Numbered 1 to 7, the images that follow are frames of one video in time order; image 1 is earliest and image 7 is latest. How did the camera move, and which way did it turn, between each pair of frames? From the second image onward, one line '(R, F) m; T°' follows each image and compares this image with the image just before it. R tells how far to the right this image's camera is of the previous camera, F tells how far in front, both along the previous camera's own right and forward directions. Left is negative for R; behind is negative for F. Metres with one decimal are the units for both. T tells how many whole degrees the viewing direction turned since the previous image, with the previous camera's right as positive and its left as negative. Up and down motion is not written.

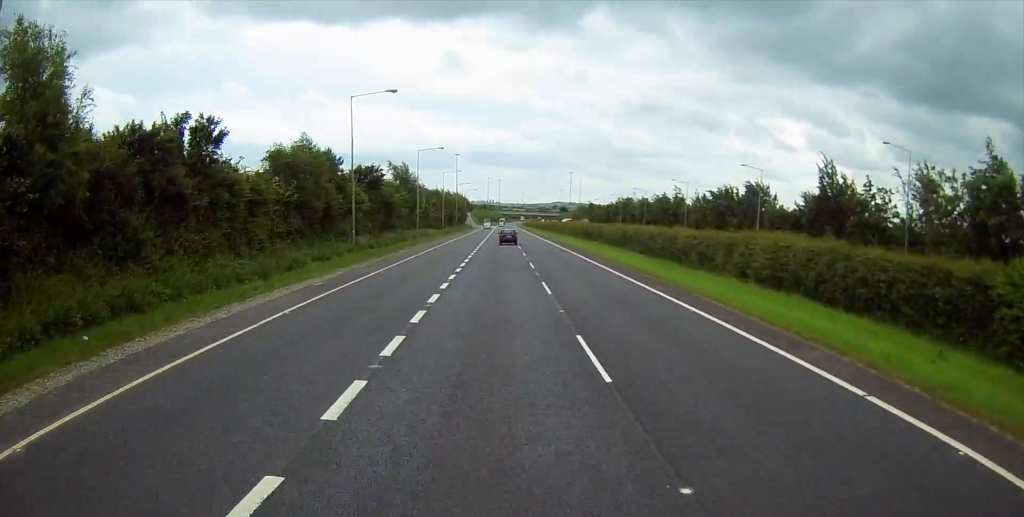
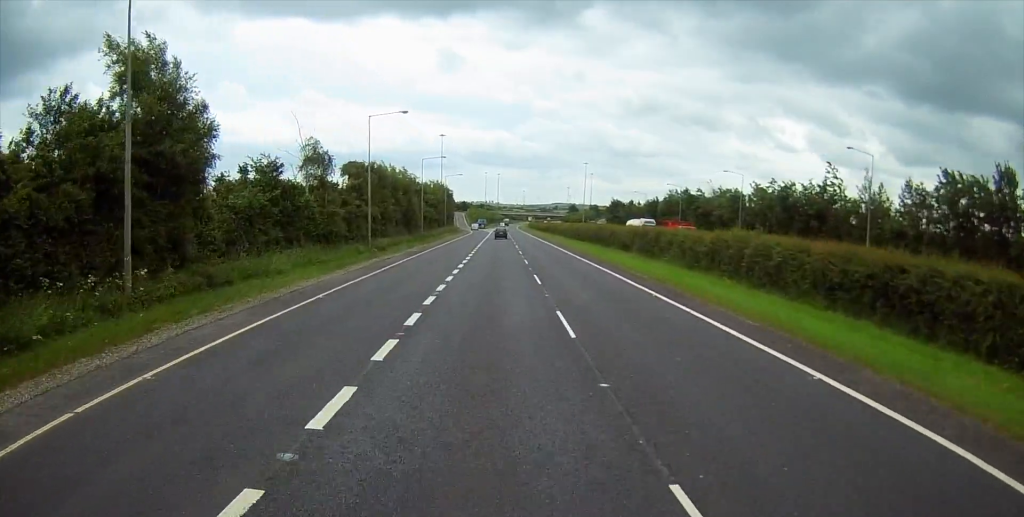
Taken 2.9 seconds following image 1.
(-0.4, +67.8) m; 0°
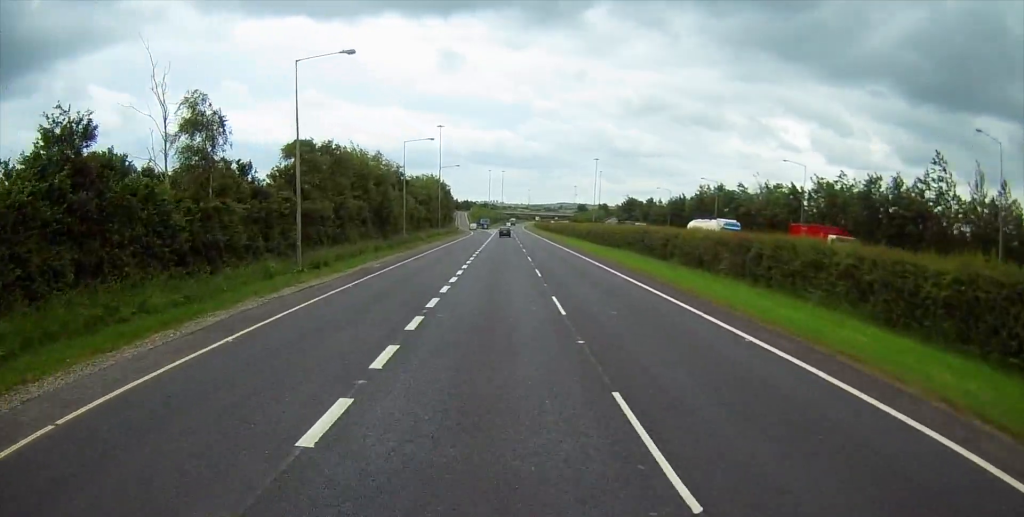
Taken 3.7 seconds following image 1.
(+0.2, +20.5) m; 0°
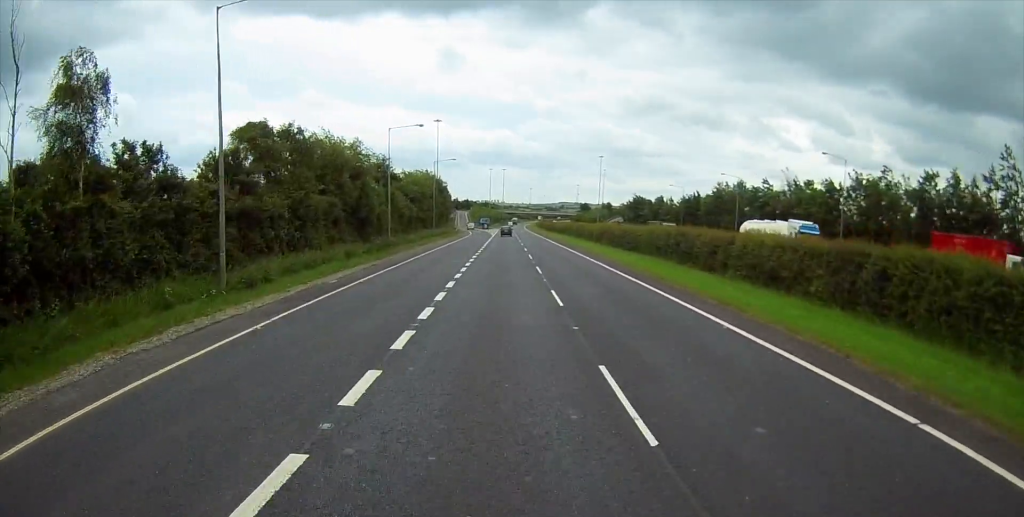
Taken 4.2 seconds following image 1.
(+0.3, +10.3) m; 0°
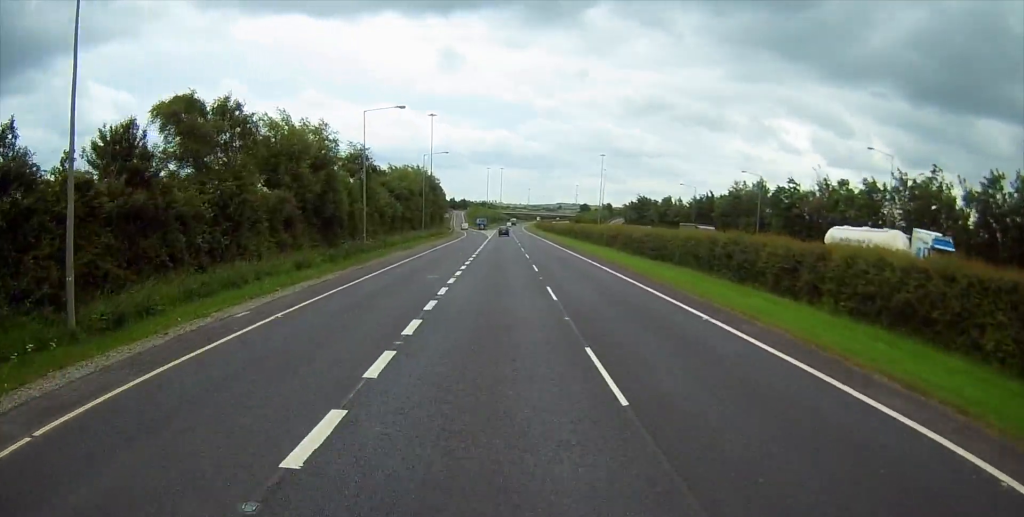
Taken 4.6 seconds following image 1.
(-0.2, +10.3) m; 0°
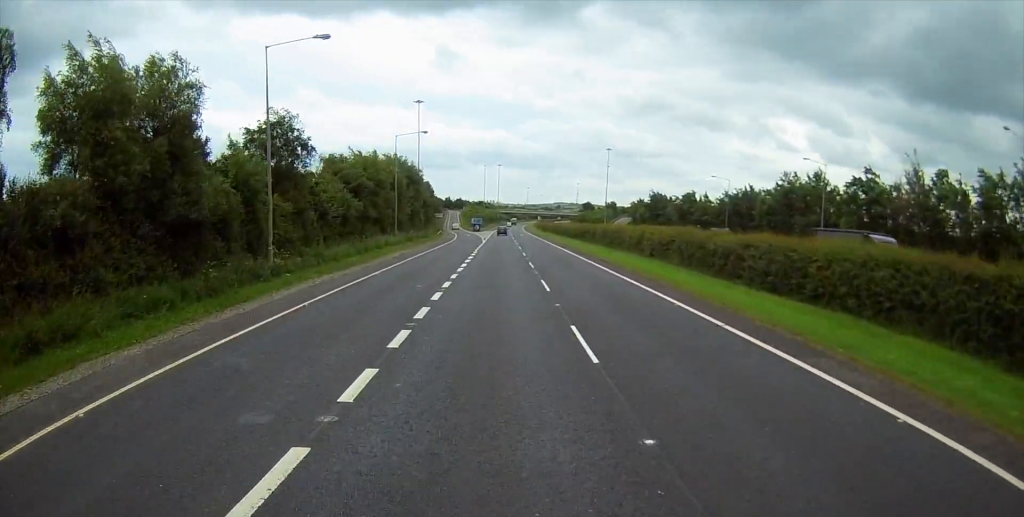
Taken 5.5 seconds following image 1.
(-0.3, +21.3) m; 0°
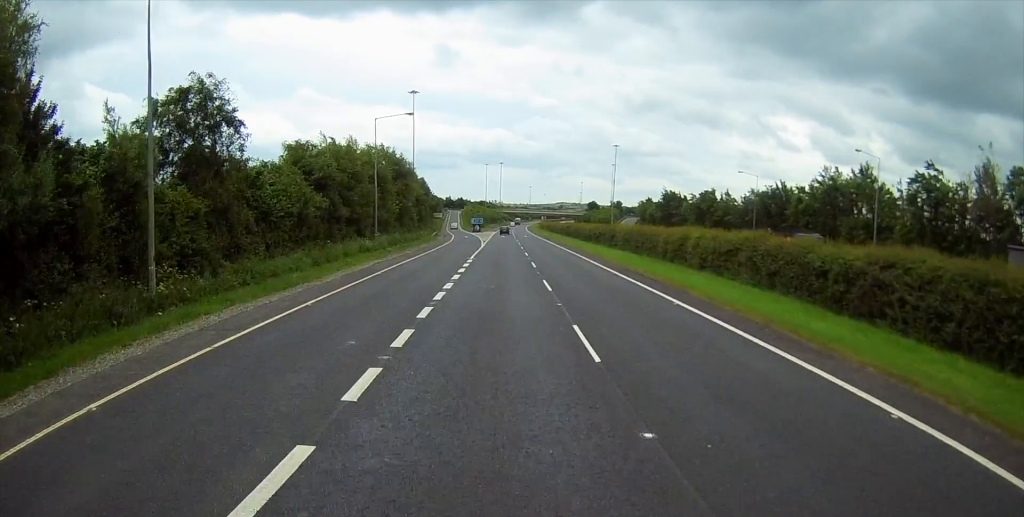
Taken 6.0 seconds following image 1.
(+0.2, +11.9) m; 0°
